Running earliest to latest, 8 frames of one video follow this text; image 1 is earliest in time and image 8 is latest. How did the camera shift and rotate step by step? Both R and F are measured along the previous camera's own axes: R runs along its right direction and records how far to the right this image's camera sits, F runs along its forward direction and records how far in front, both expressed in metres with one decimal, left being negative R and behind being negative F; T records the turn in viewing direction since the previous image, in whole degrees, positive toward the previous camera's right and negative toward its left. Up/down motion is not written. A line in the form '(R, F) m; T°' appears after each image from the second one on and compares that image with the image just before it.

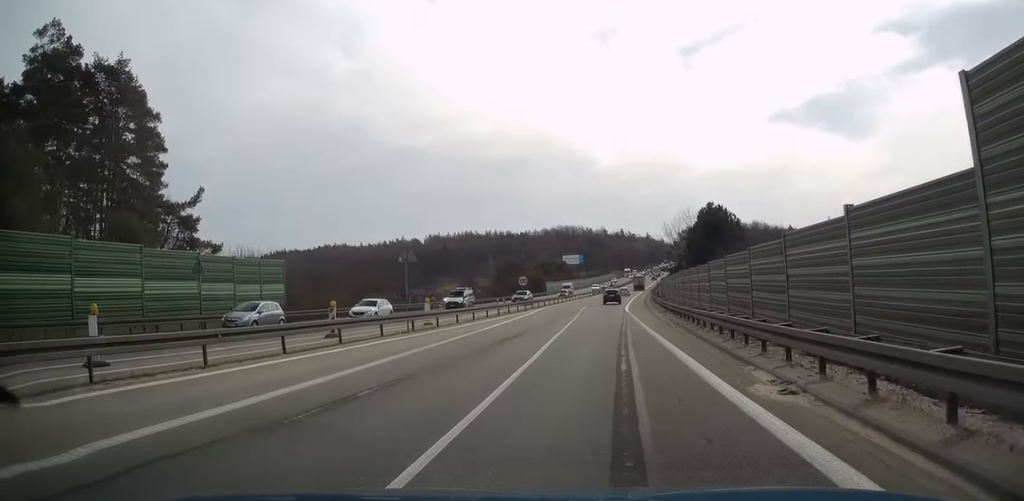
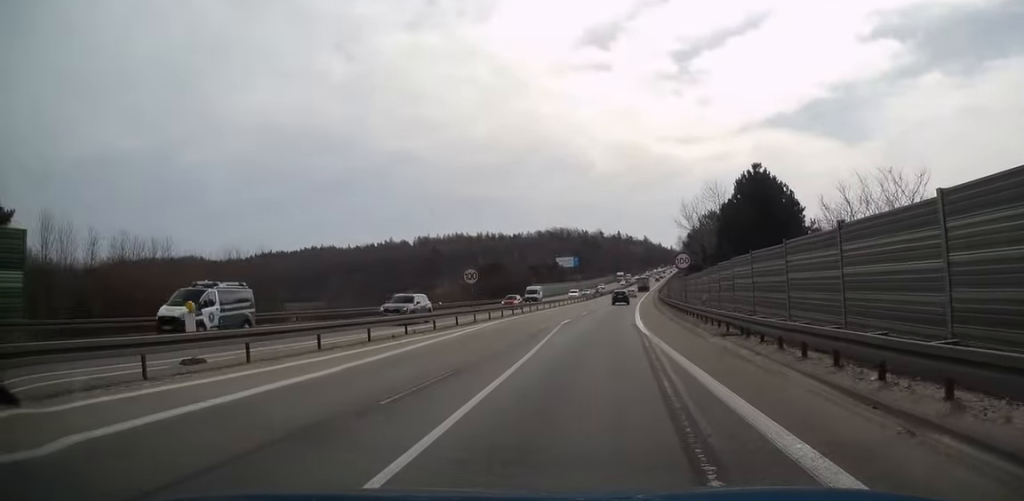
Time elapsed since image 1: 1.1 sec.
(+0.1, +22.9) m; +1°
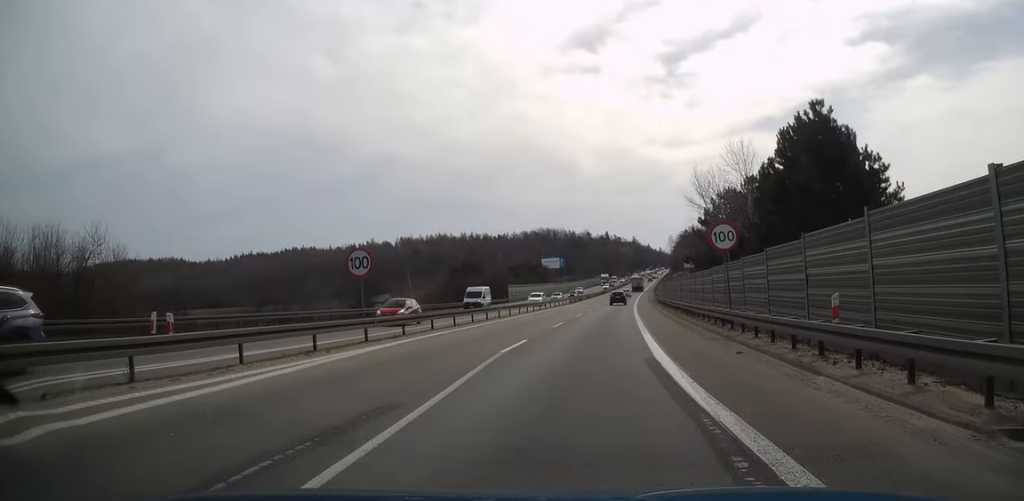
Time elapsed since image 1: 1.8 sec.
(0.0, +16.4) m; +1°
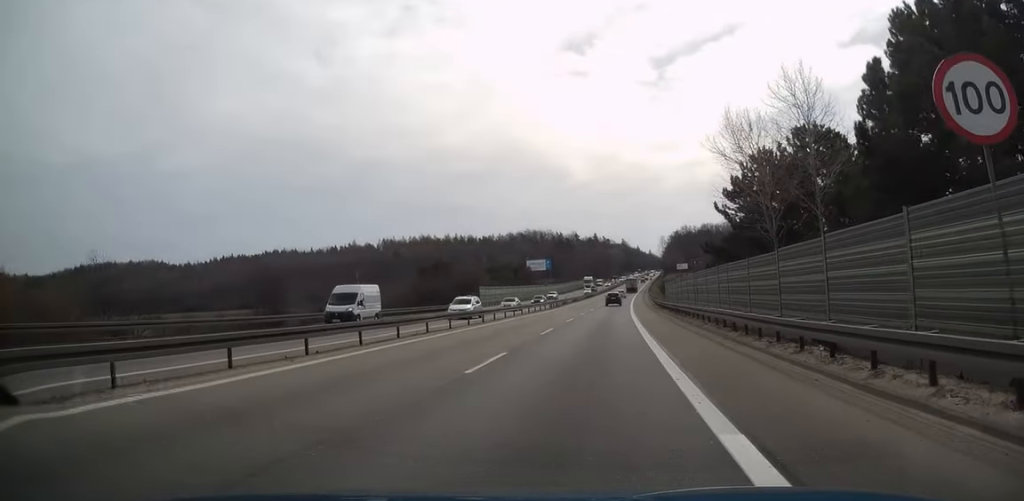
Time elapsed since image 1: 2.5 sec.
(+0.2, +16.6) m; +1°
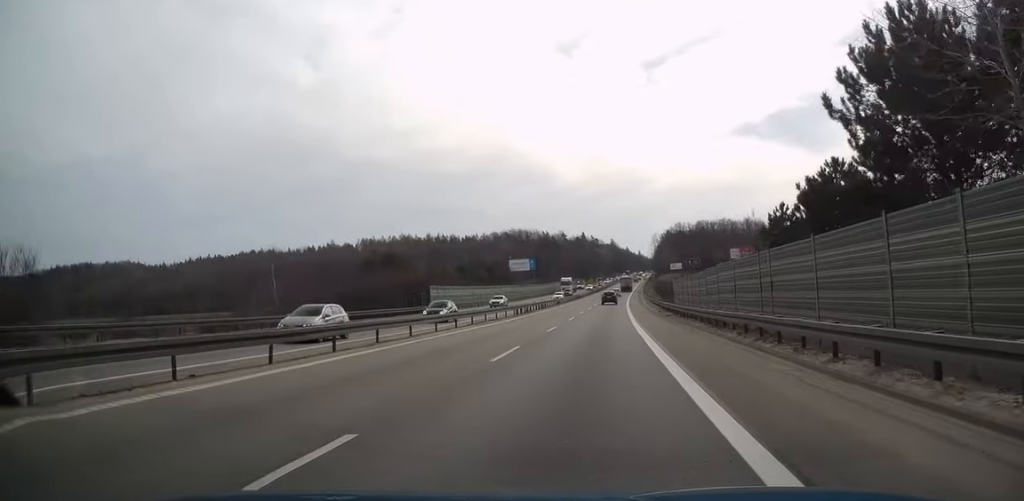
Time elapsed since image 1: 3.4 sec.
(+0.2, +22.1) m; +1°
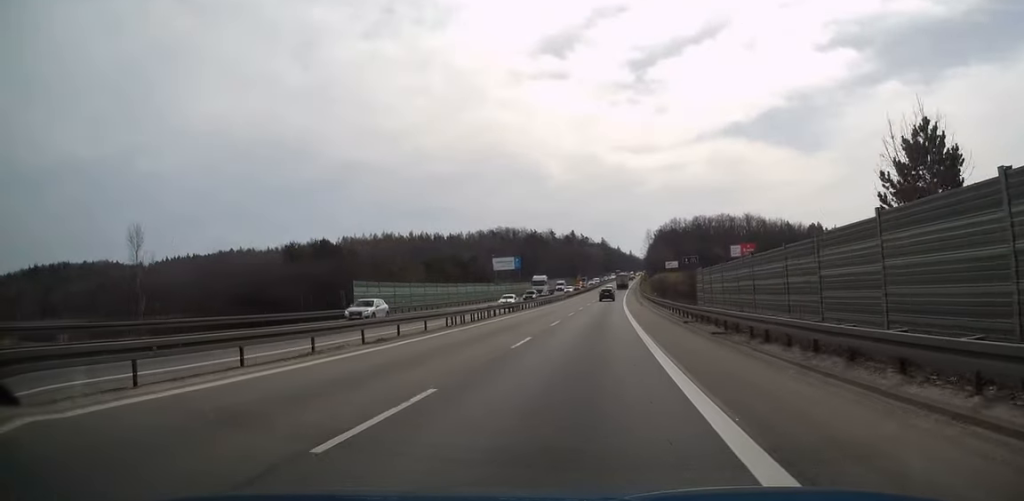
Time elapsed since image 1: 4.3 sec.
(+0.2, +21.1) m; +1°
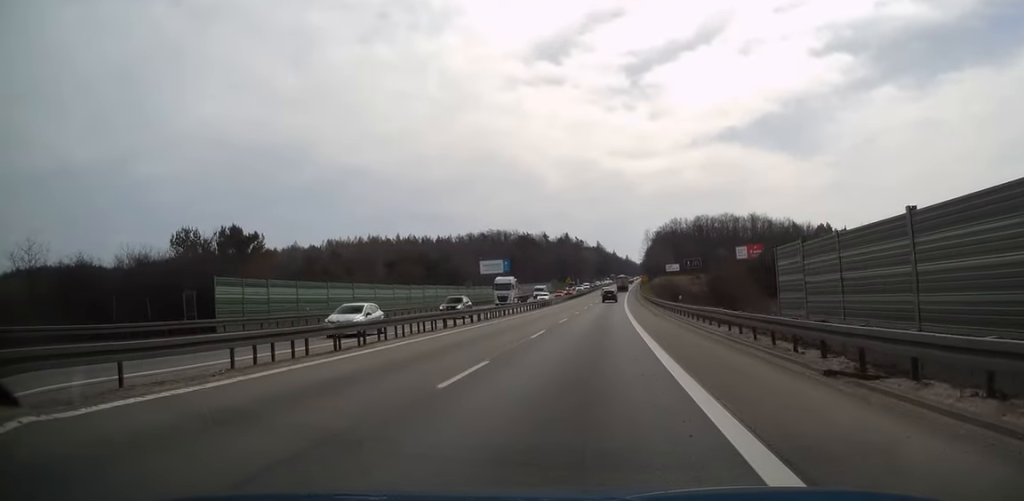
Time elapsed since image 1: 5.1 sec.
(+0.1, +20.4) m; 0°
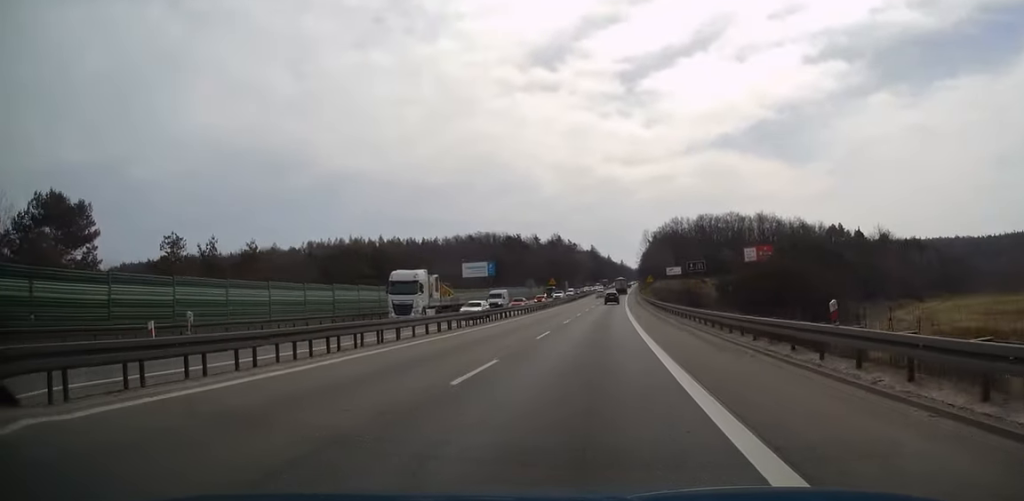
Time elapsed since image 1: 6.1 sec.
(+0.1, +24.0) m; +1°
